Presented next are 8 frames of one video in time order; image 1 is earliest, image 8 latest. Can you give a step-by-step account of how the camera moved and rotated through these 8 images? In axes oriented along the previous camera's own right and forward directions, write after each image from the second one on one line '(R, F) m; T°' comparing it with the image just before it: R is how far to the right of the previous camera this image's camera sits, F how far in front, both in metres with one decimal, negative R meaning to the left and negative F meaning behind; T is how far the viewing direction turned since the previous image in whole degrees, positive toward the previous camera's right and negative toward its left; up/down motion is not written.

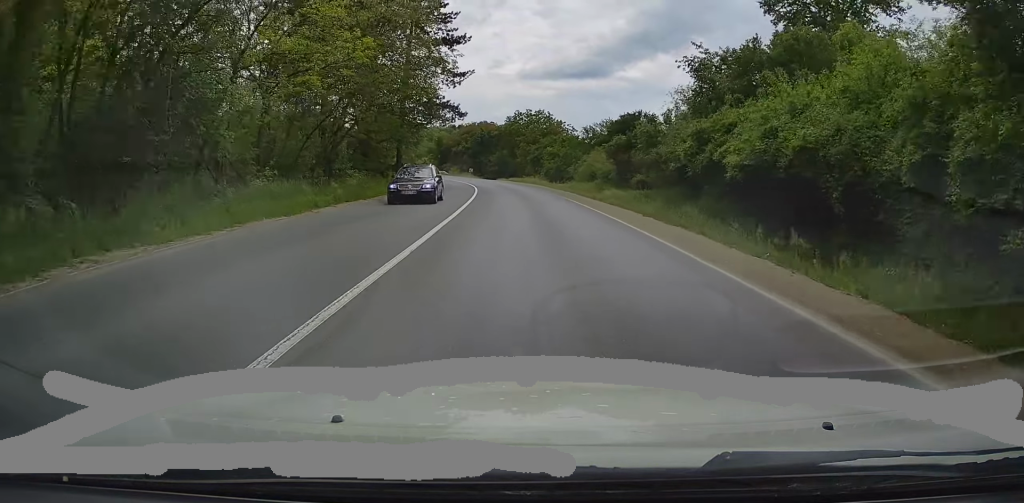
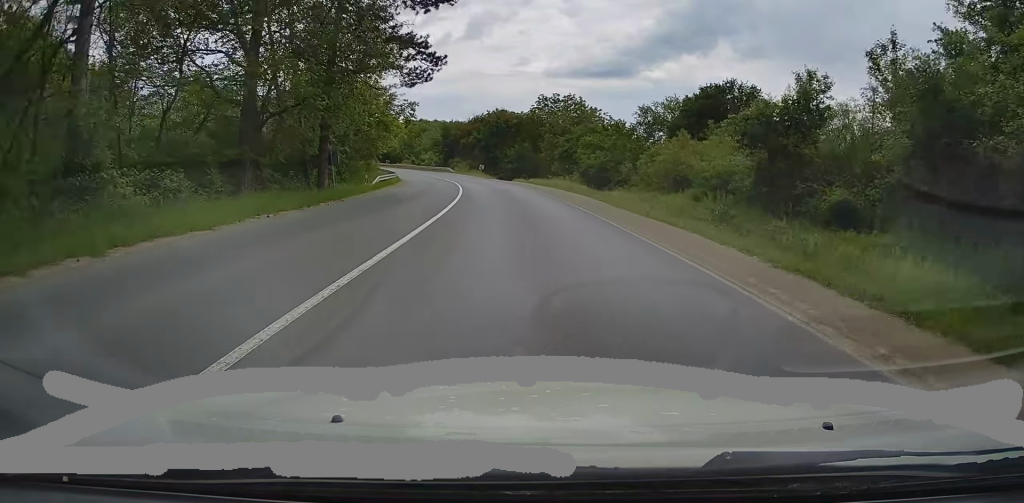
(-0.2, +24.3) m; -2°
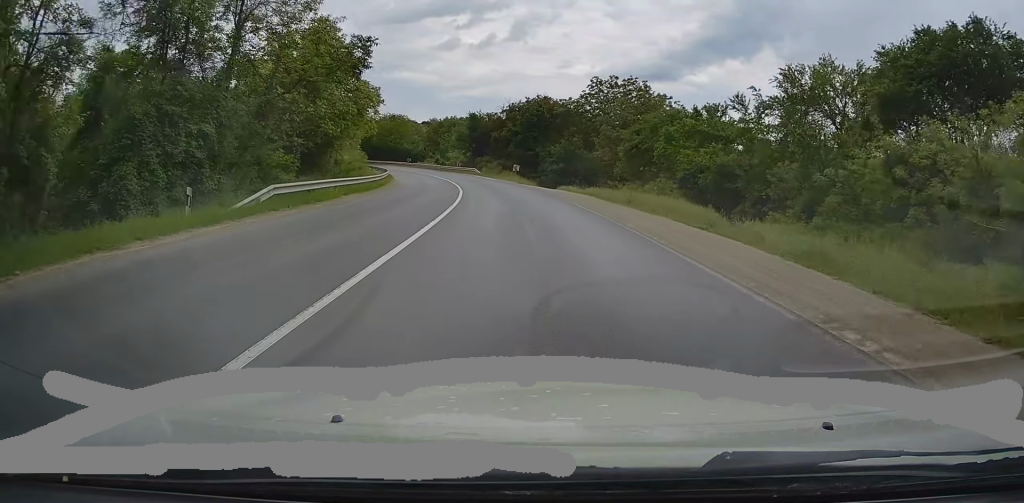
(-0.7, +22.4) m; -4°
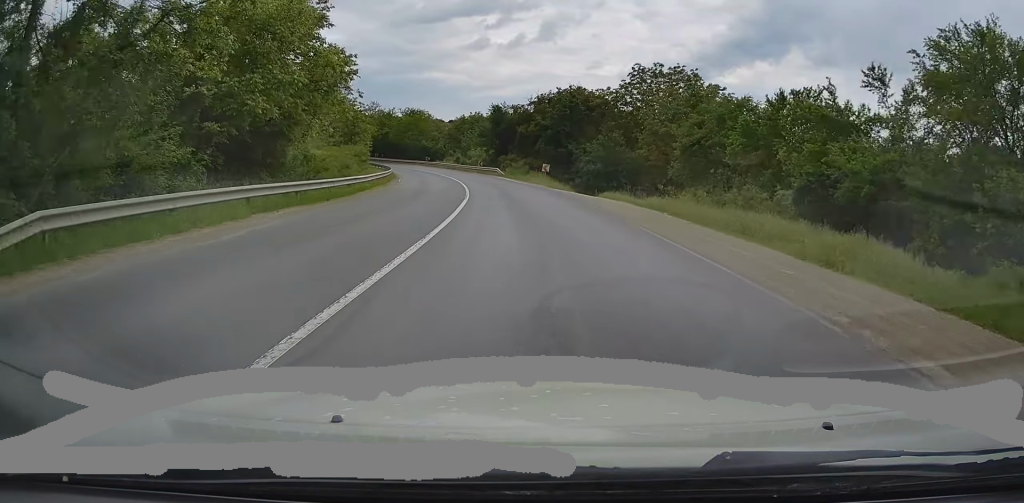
(0.0, +11.0) m; -2°
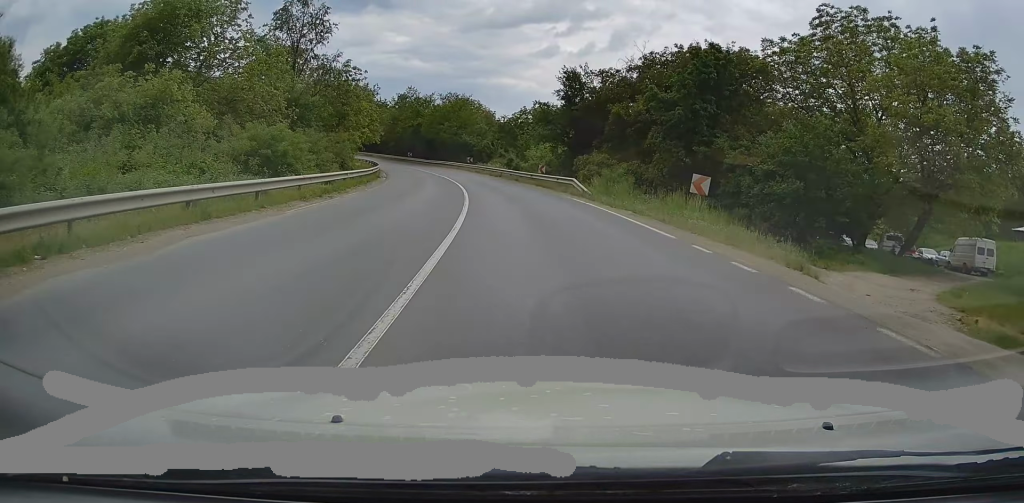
(-1.5, +32.6) m; -6°
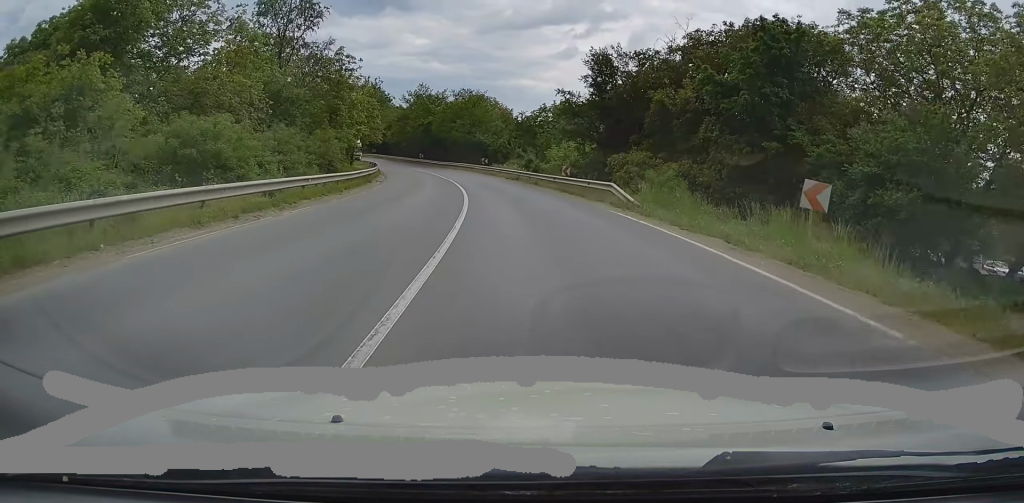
(+0.2, +7.6) m; -2°
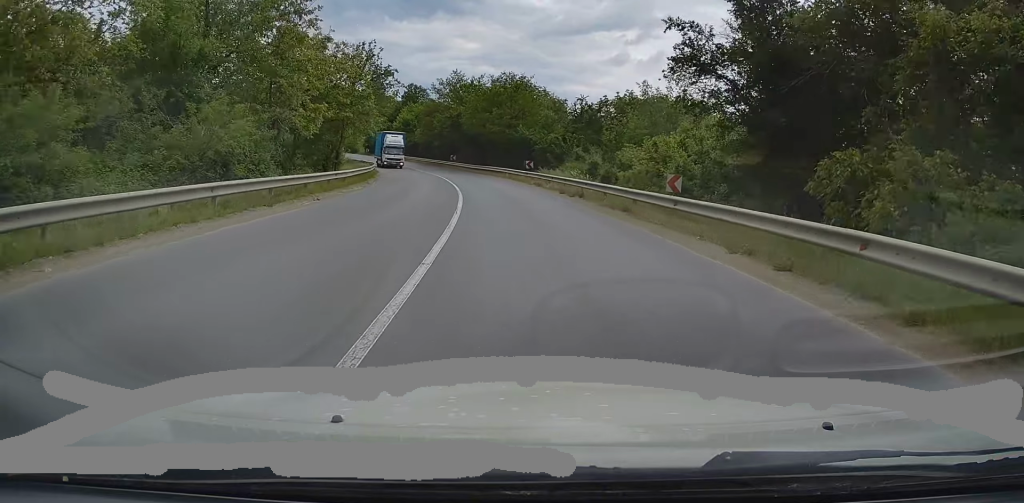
(-1.4, +19.5) m; -6°
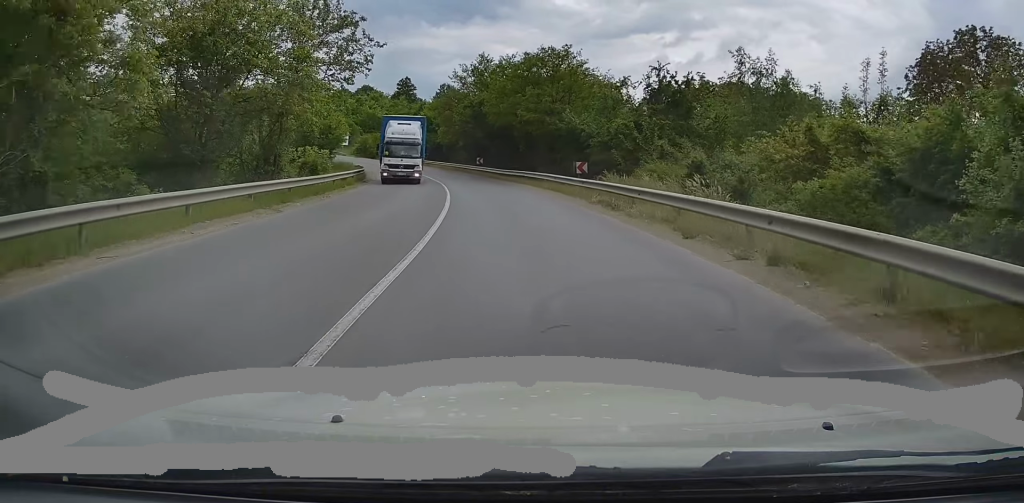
(-0.3, +17.1) m; -4°
